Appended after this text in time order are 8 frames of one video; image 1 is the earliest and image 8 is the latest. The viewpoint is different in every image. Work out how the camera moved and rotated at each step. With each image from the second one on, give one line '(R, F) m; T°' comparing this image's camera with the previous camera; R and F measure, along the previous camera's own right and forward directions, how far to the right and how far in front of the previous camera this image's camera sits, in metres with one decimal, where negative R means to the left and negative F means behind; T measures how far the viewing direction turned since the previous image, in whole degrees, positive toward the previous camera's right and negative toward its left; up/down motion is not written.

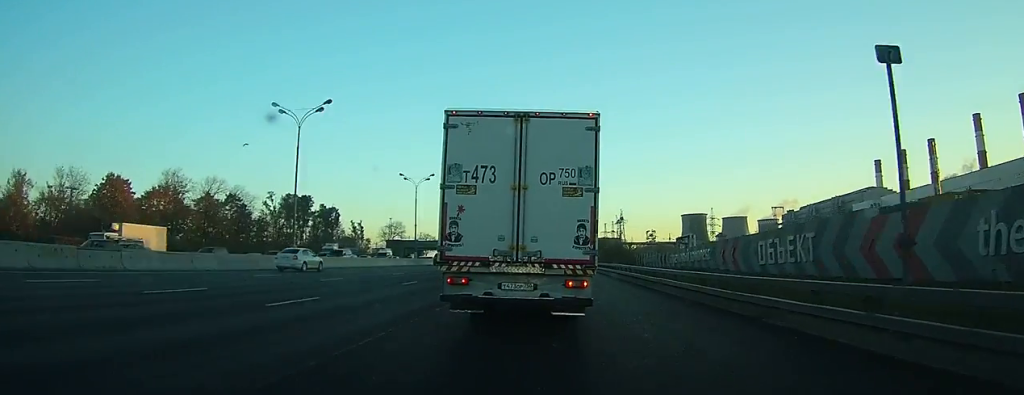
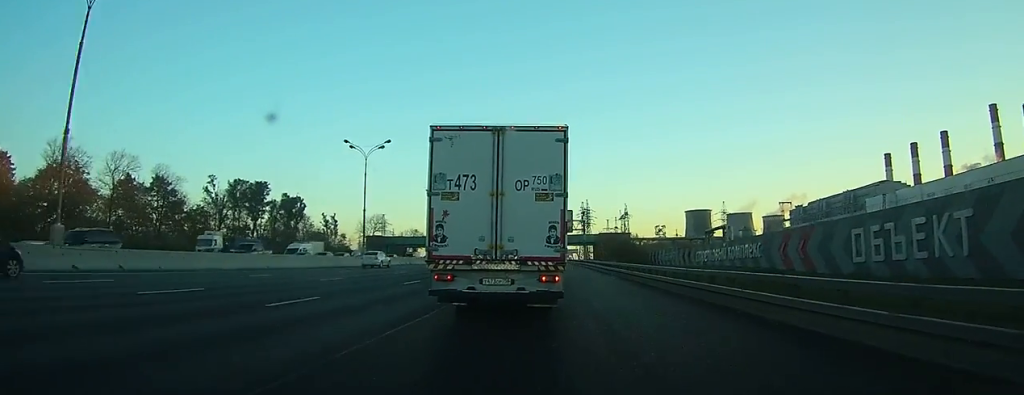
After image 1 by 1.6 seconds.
(-0.1, +26.1) m; 0°
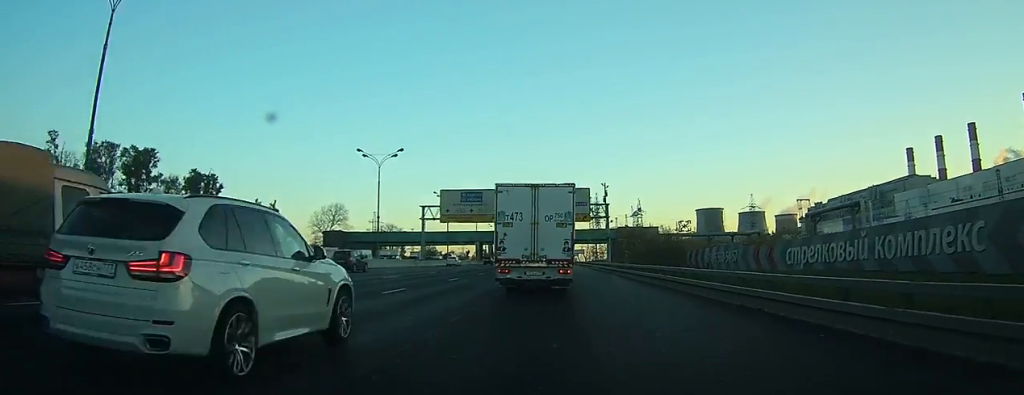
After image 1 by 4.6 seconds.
(-0.1, +45.5) m; 0°
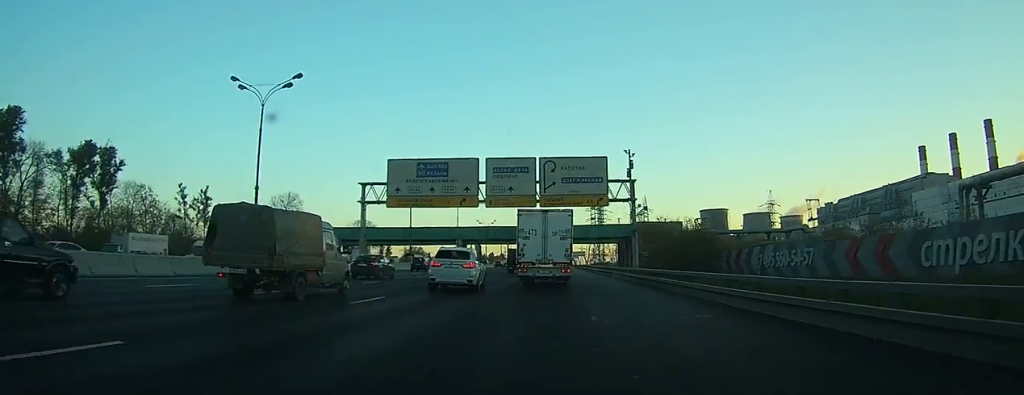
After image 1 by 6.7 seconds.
(+0.1, +30.5) m; 0°
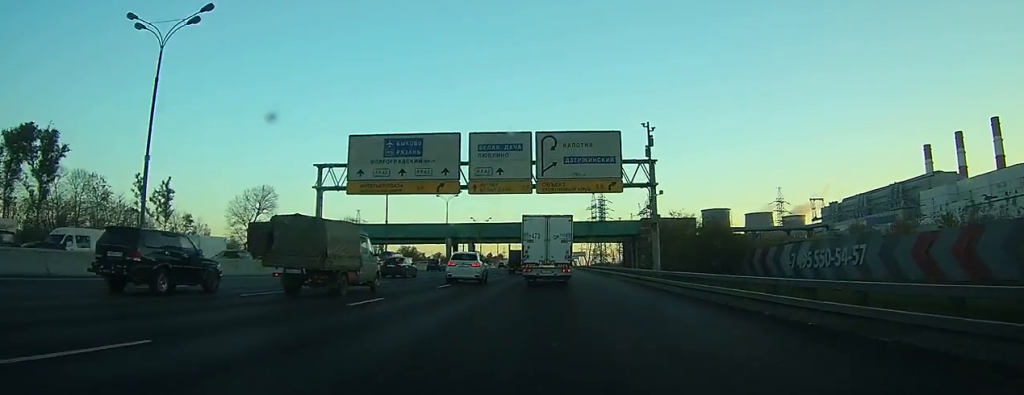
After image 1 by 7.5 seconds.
(-0.1, +11.7) m; 0°
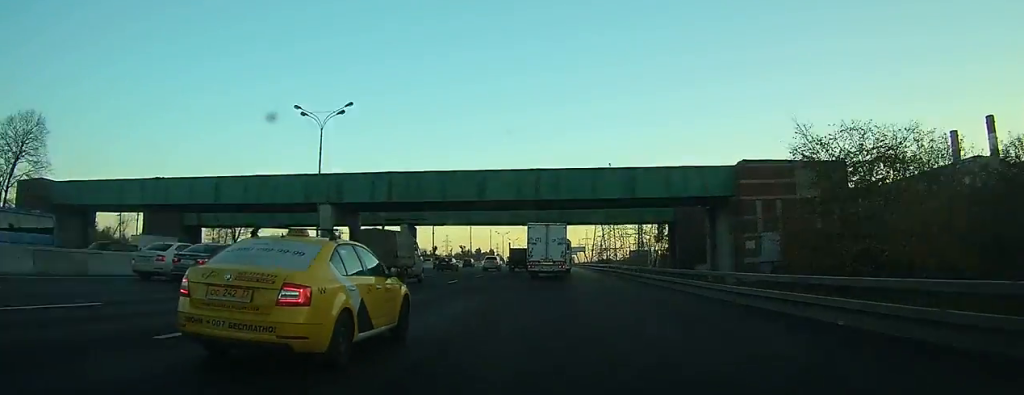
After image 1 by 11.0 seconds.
(+0.1, +53.6) m; 0°
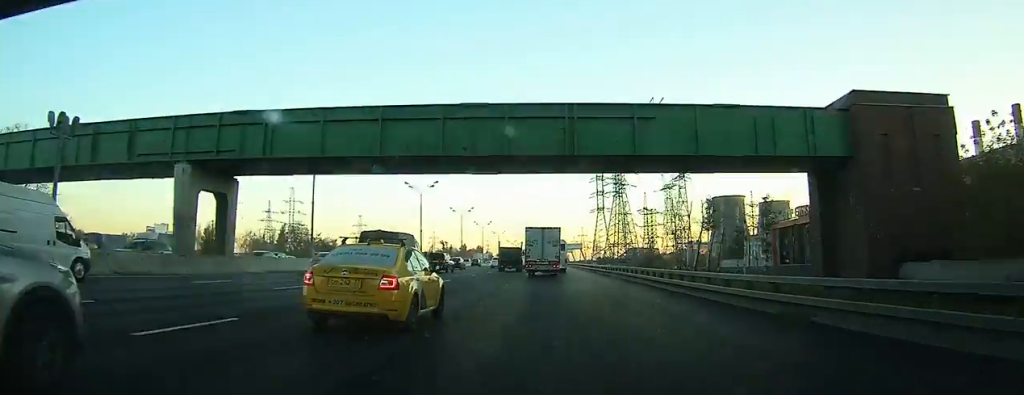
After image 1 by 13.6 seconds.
(+0.1, +45.7) m; 0°
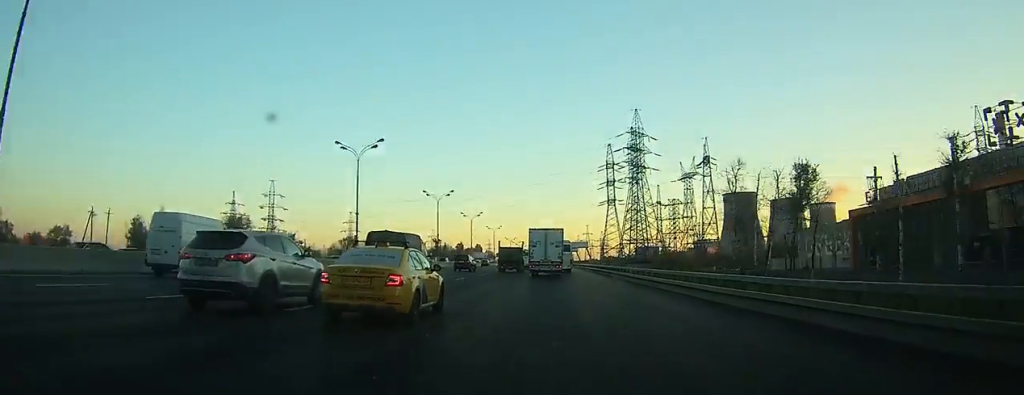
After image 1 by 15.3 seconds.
(0.0, +31.5) m; 0°
